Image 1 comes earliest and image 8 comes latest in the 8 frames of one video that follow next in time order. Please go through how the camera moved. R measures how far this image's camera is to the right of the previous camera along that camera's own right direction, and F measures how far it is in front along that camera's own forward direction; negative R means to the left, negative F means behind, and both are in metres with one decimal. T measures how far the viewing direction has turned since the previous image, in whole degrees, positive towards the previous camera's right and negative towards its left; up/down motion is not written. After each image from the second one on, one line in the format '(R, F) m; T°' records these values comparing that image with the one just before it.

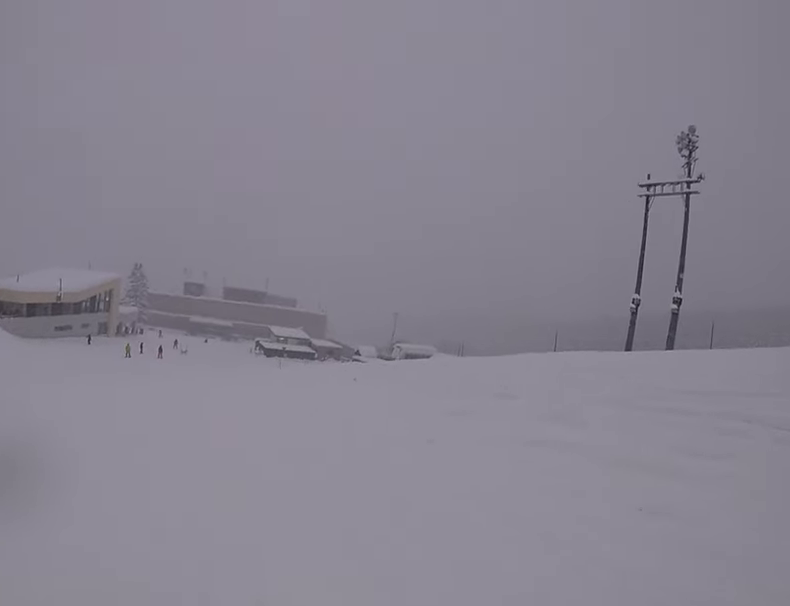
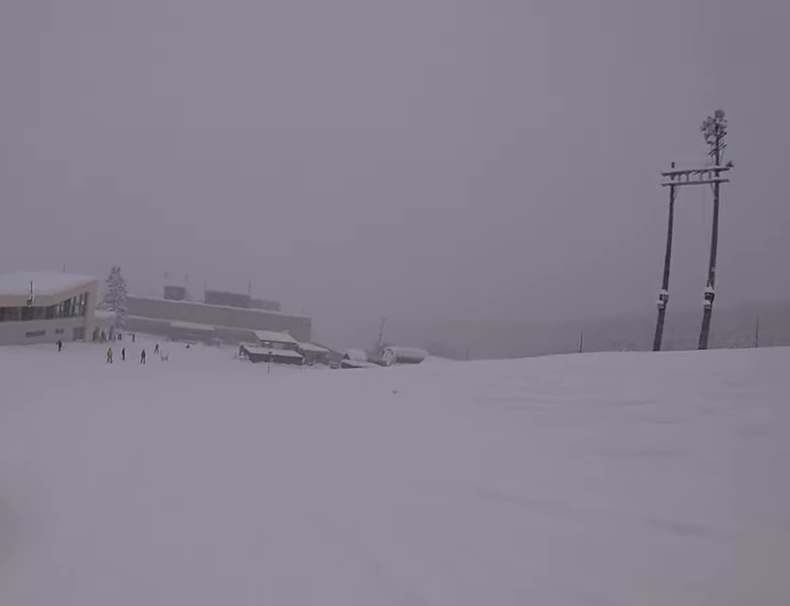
(+0.3, +4.5) m; 0°
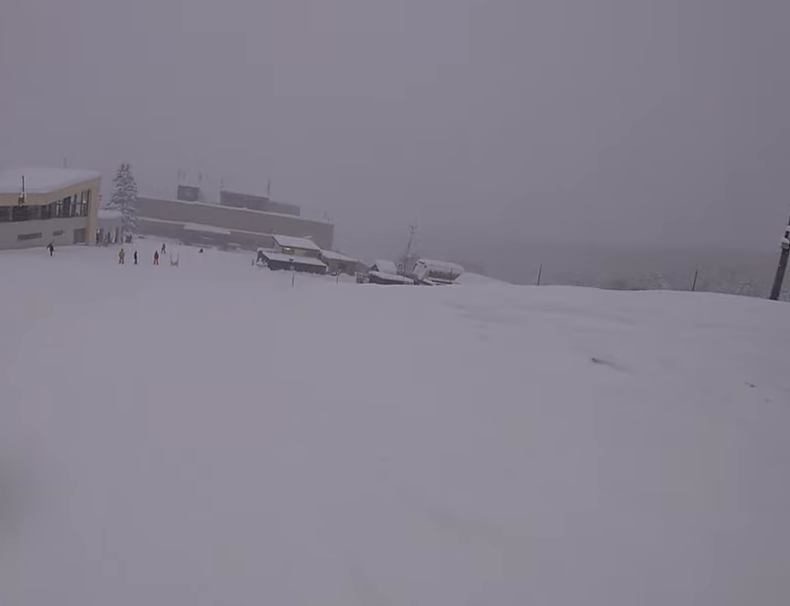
(-0.3, +7.0) m; -3°
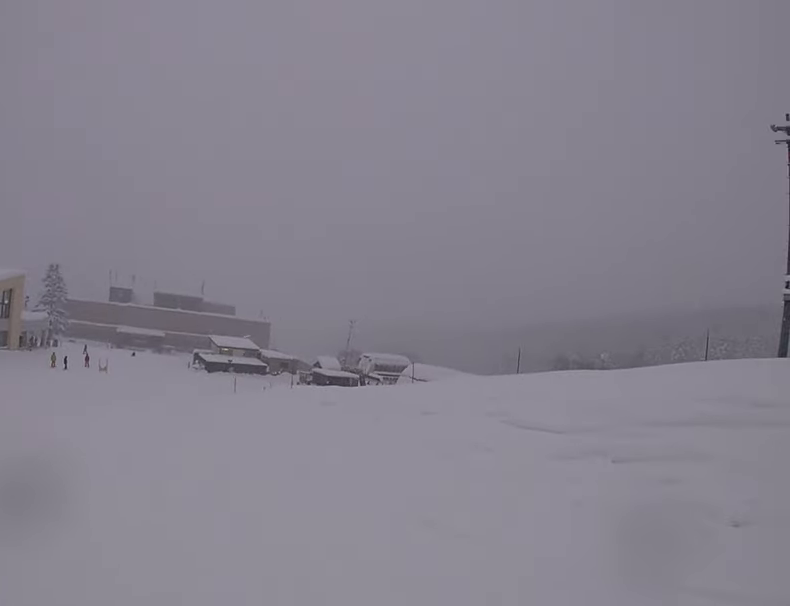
(0.0, +5.6) m; +8°
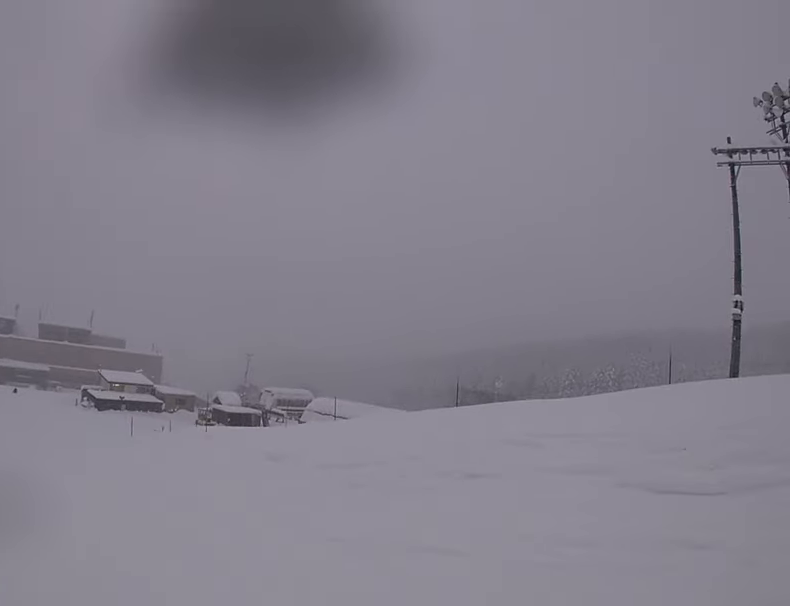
(+0.6, +4.6) m; +1°
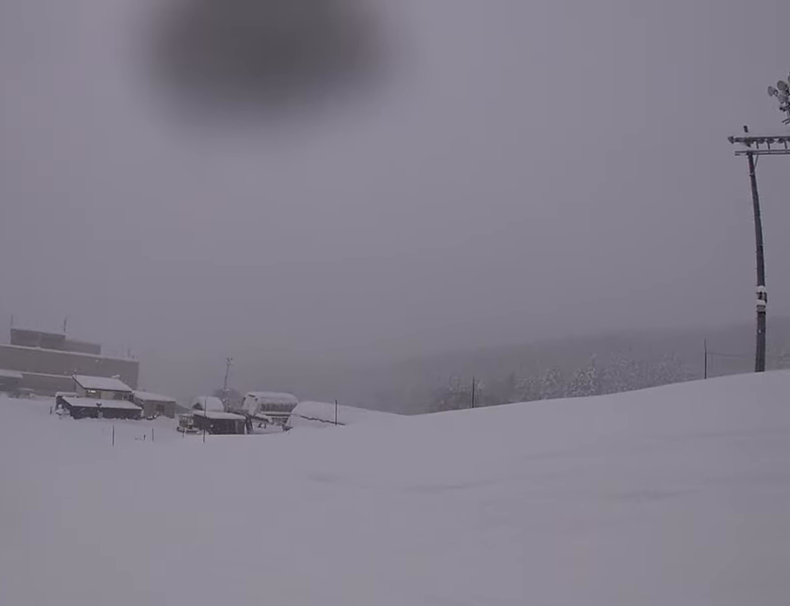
(+0.2, +3.1) m; -1°
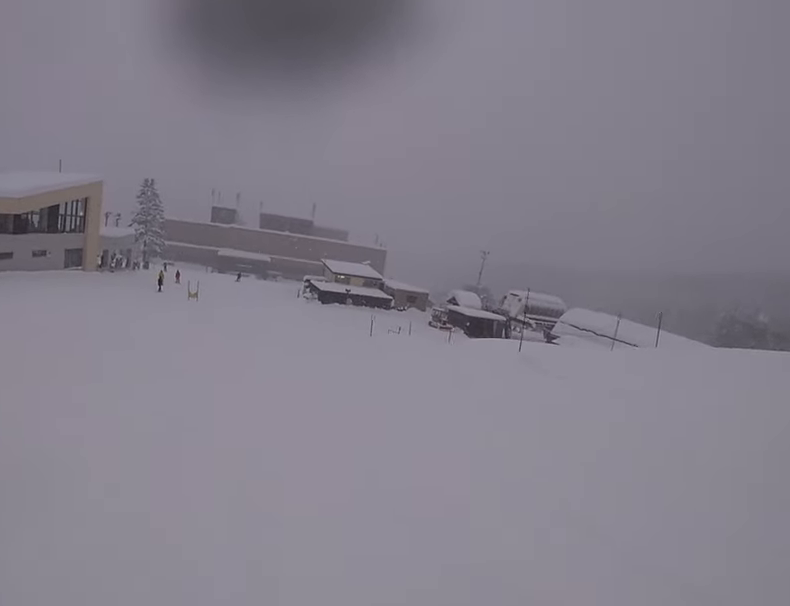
(-0.8, +6.2) m; -8°
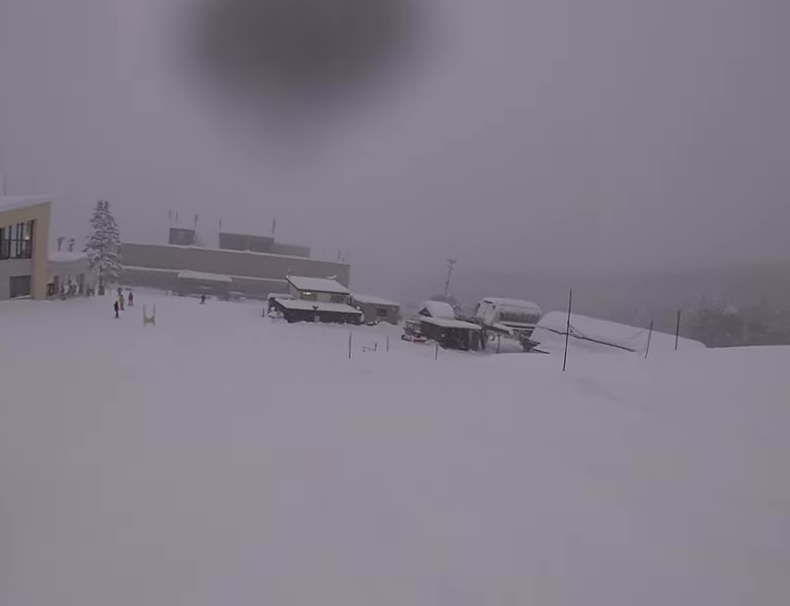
(-0.1, +3.7) m; 0°
